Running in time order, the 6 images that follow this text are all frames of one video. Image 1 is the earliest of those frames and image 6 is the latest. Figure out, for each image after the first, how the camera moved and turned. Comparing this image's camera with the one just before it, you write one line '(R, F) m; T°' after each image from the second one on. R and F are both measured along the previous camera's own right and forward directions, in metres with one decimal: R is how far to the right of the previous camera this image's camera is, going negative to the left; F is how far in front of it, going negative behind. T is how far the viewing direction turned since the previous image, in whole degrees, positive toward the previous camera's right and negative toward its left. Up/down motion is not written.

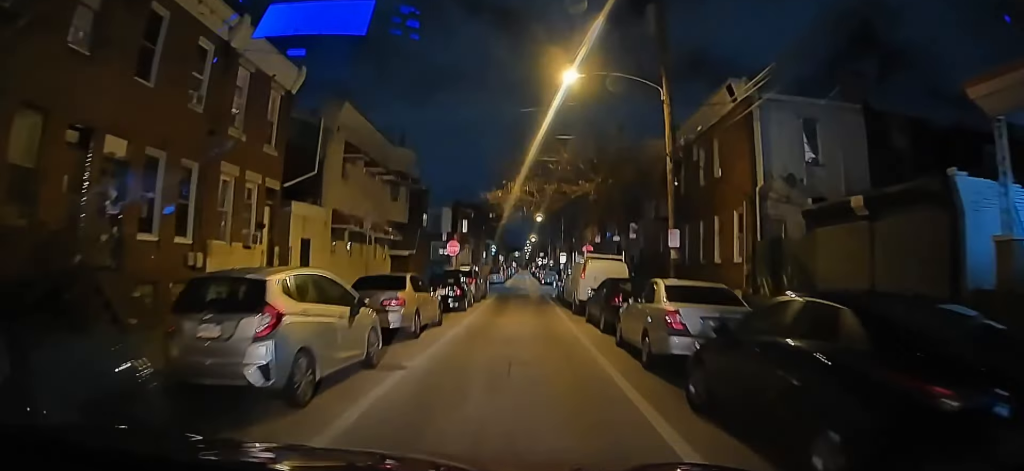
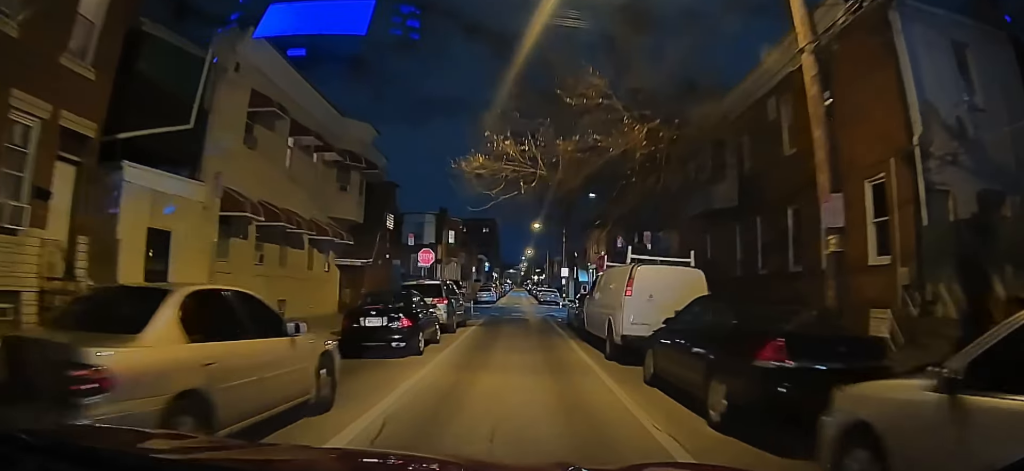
(+0.1, +9.3) m; 0°
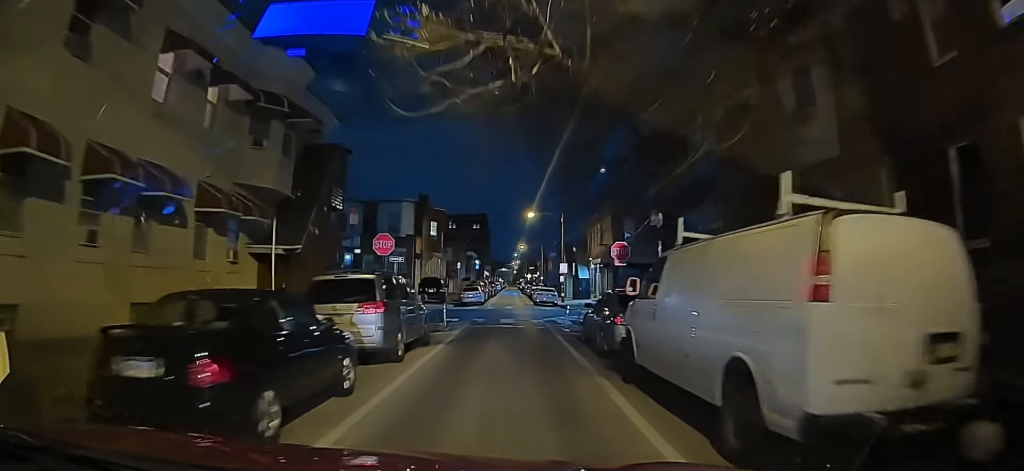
(-0.1, +6.5) m; -2°
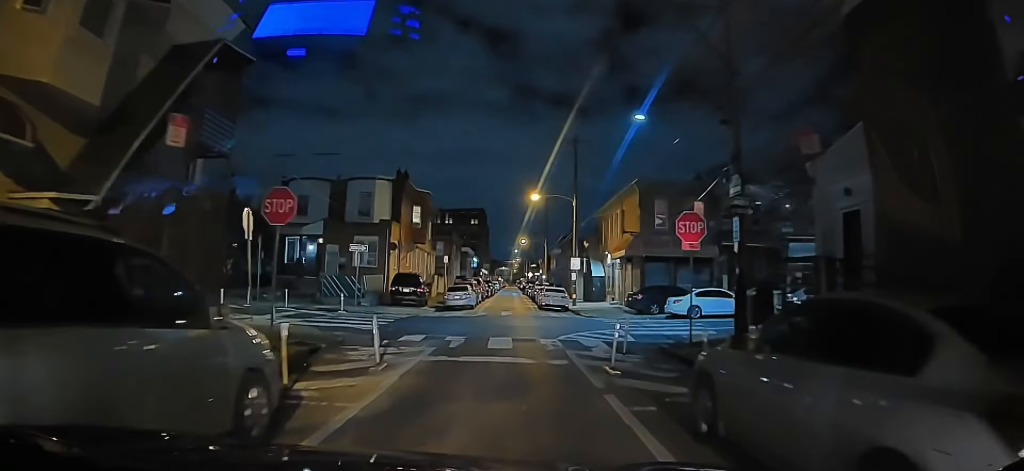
(-0.2, +7.7) m; -2°
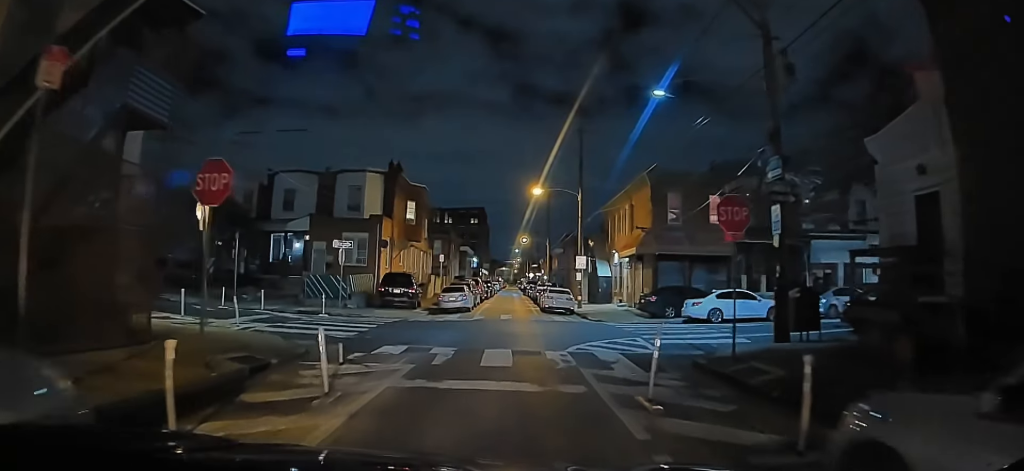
(0.0, +2.1) m; +1°
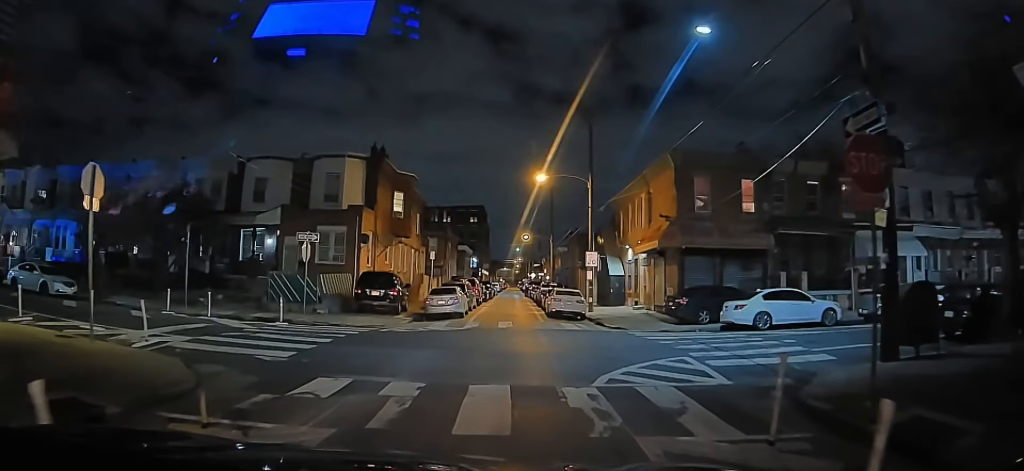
(+0.2, +3.7) m; +5°
